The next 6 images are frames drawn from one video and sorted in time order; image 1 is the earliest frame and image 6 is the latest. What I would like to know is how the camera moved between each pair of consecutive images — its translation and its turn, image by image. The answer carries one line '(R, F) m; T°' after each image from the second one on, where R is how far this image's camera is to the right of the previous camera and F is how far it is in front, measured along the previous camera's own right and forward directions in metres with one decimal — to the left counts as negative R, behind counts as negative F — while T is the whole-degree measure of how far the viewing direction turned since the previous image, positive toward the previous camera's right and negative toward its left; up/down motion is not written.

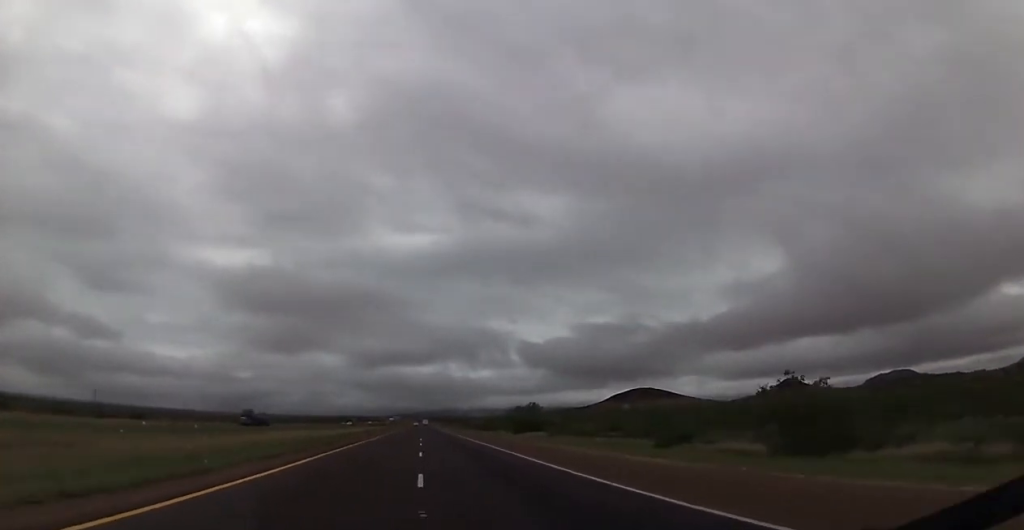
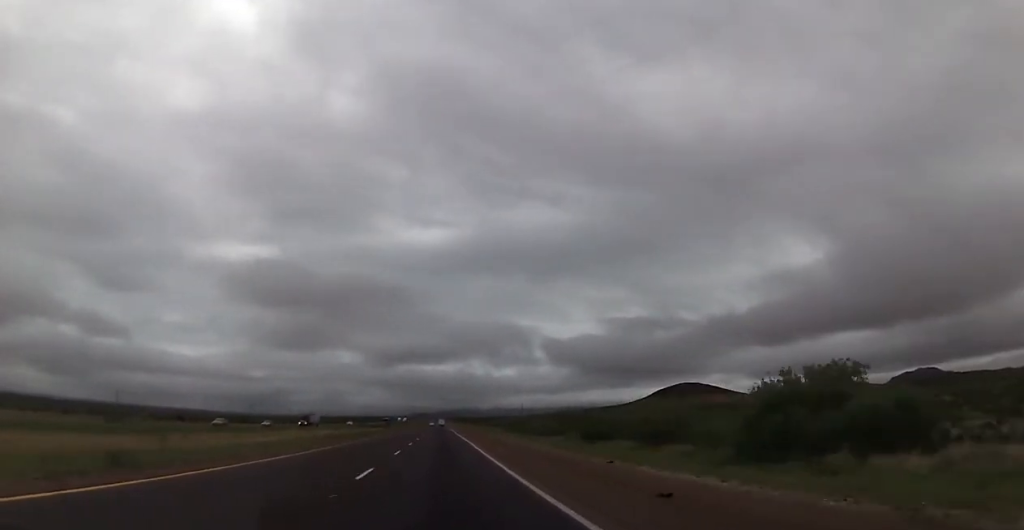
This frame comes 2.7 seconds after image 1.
(0.0, +94.6) m; -1°
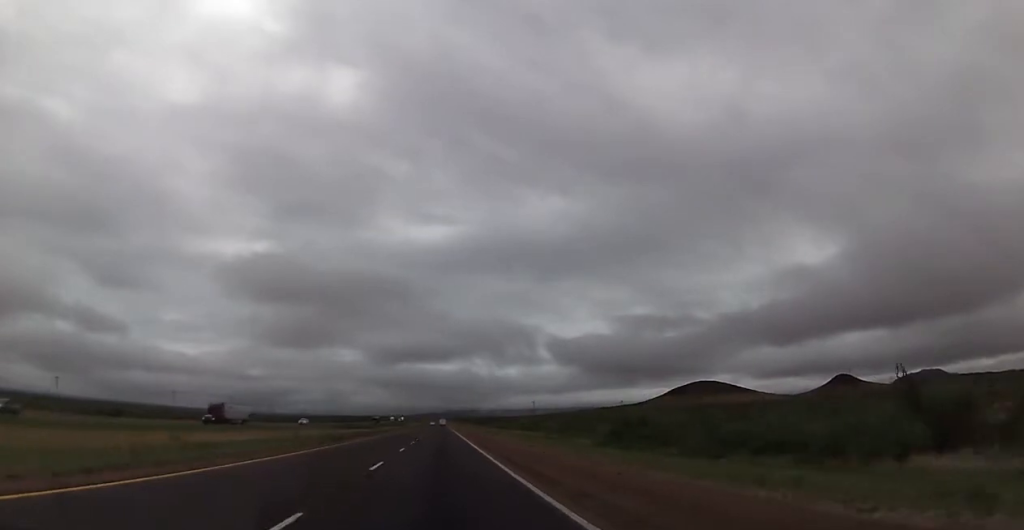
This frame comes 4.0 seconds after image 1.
(-0.7, +46.3) m; -1°
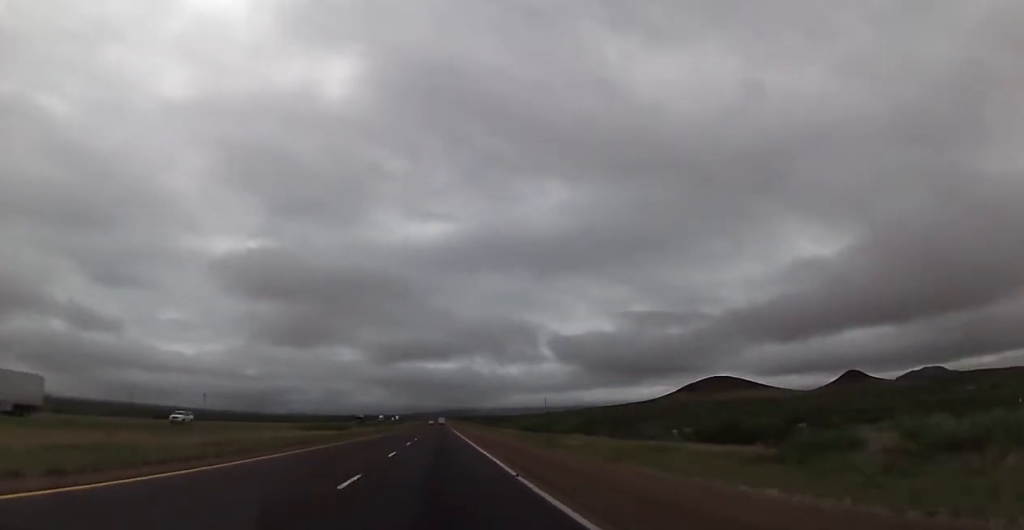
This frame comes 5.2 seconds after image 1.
(0.0, +42.7) m; 0°
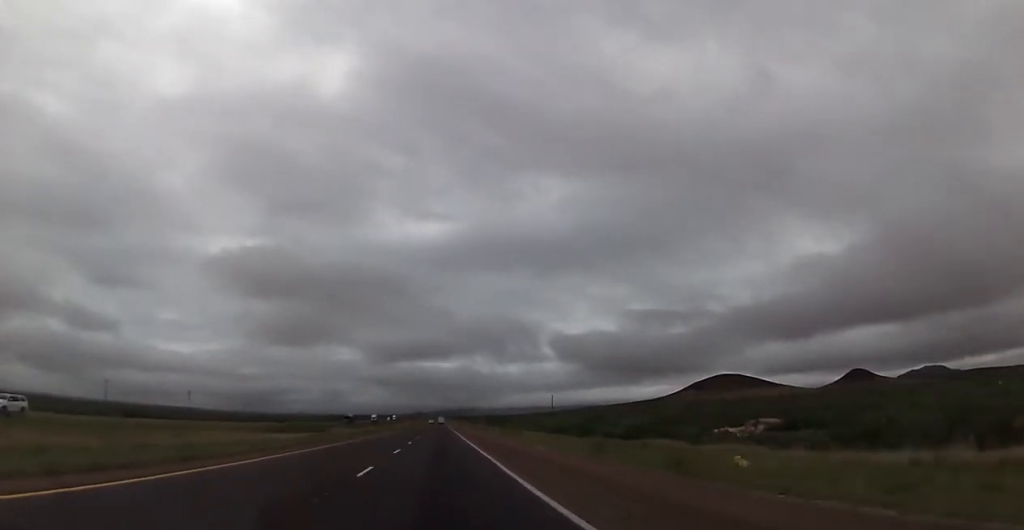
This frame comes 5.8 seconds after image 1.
(0.0, +21.4) m; 0°
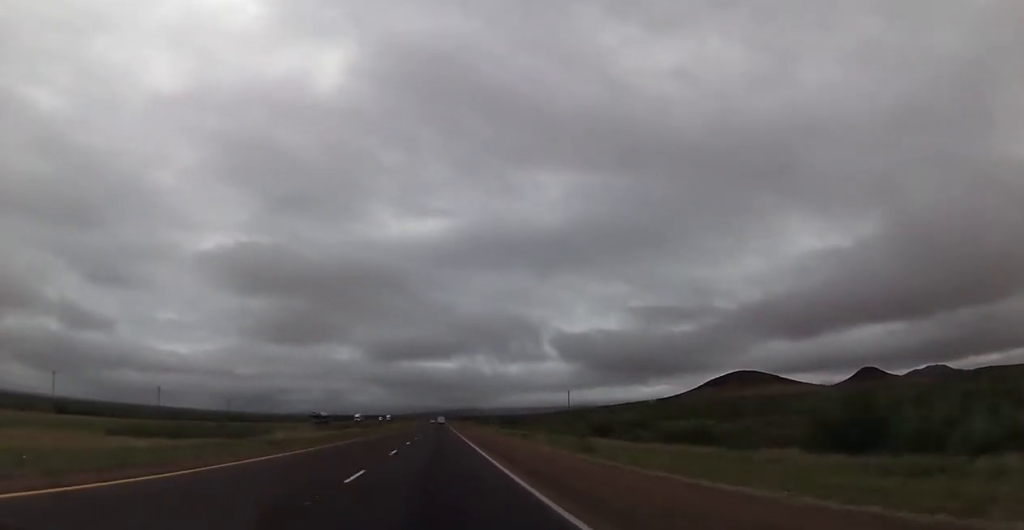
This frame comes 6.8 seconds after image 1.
(-0.1, +38.0) m; 0°
